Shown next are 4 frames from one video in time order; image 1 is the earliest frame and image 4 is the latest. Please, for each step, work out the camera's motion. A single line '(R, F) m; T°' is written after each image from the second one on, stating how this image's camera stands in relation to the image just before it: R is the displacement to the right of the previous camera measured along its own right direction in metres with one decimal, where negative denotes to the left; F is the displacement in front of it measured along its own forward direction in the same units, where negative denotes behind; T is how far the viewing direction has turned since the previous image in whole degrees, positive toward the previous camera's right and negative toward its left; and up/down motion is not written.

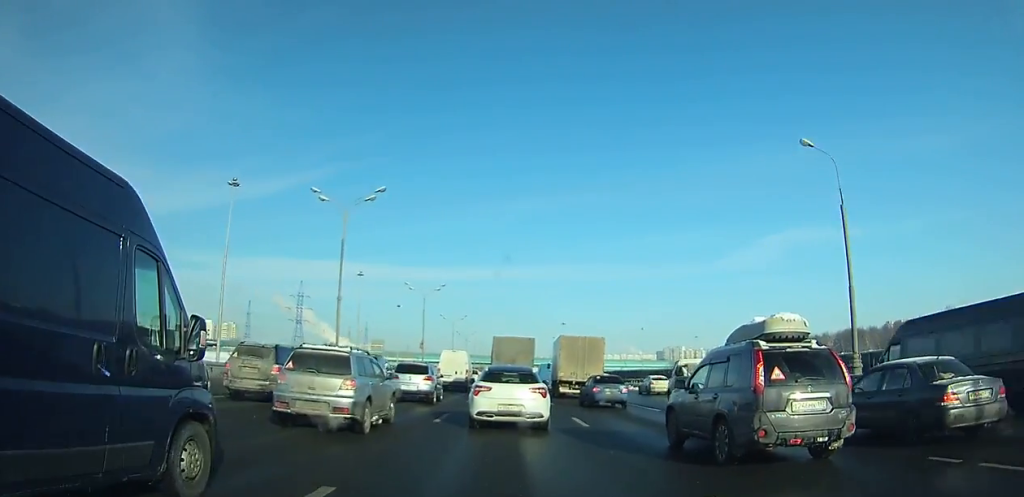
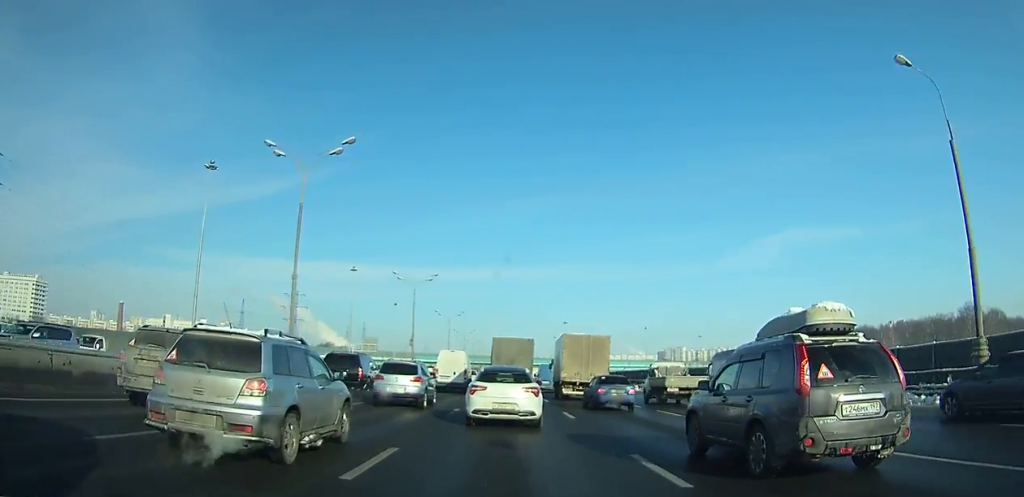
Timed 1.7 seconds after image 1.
(0.0, +8.7) m; 0°
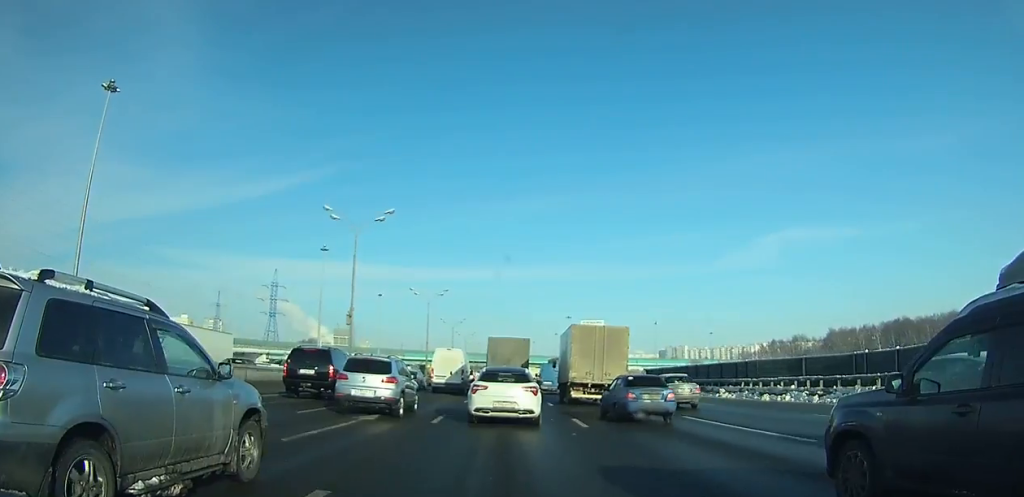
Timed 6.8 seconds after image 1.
(0.0, +26.0) m; 0°
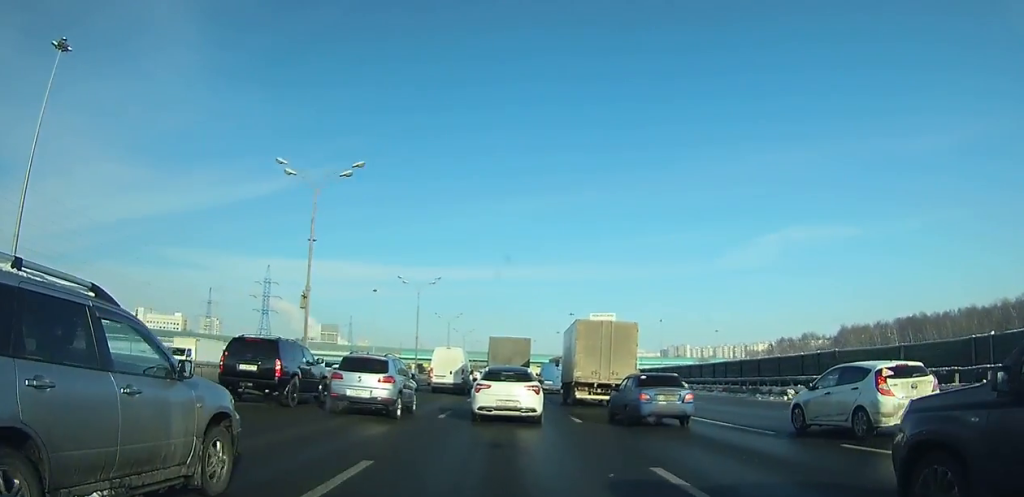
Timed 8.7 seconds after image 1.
(0.0, +9.9) m; 0°
